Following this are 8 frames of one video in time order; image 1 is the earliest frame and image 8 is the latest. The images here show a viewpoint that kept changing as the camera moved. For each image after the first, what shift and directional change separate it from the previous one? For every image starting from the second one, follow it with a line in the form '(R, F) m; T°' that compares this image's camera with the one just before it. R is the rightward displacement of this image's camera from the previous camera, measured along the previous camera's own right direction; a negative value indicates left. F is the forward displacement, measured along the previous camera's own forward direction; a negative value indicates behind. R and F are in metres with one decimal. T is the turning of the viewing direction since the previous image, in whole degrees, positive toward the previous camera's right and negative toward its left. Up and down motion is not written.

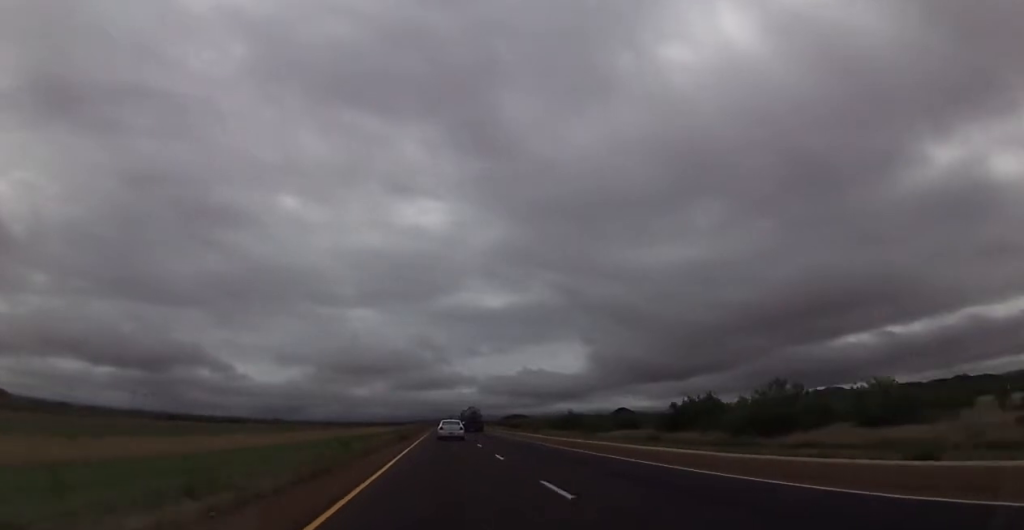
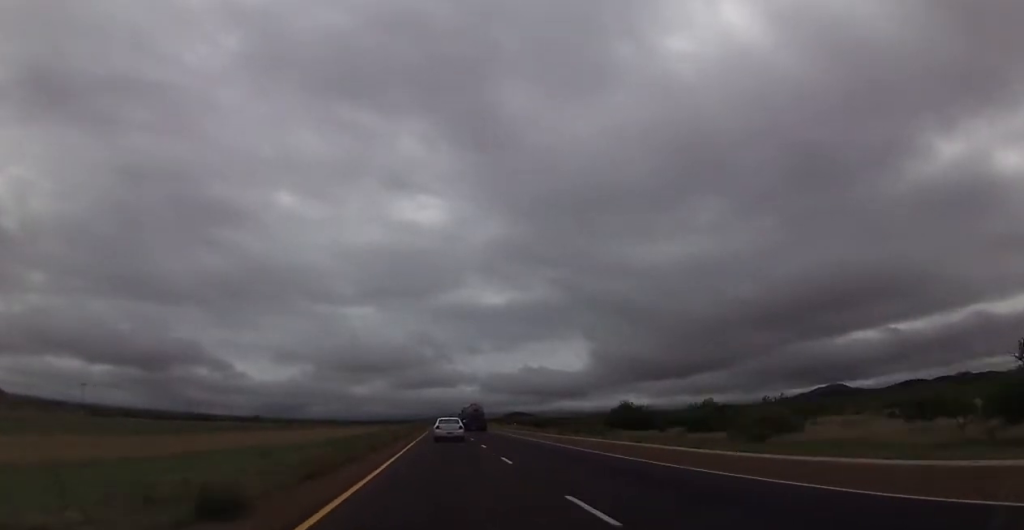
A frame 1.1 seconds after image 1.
(+0.1, +40.2) m; 0°
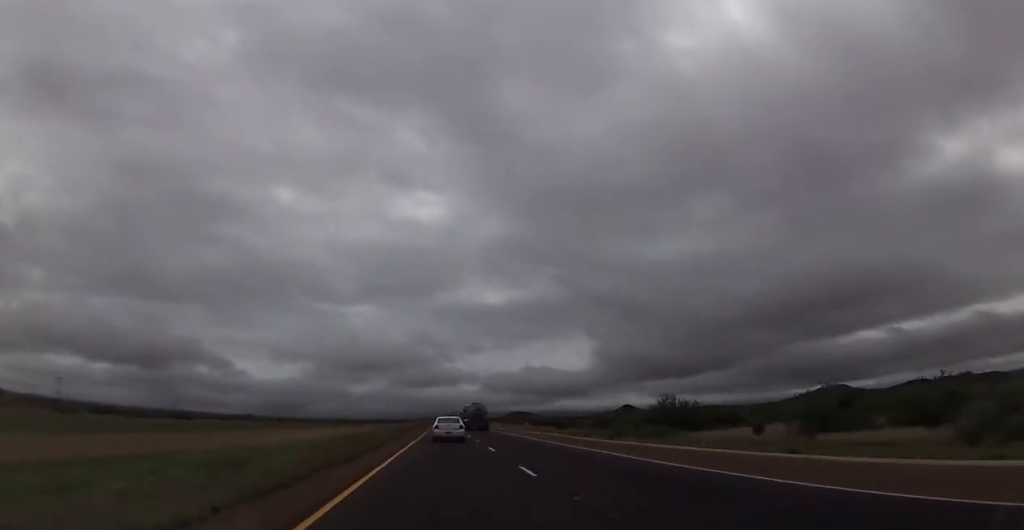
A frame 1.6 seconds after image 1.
(0.0, +17.5) m; 0°
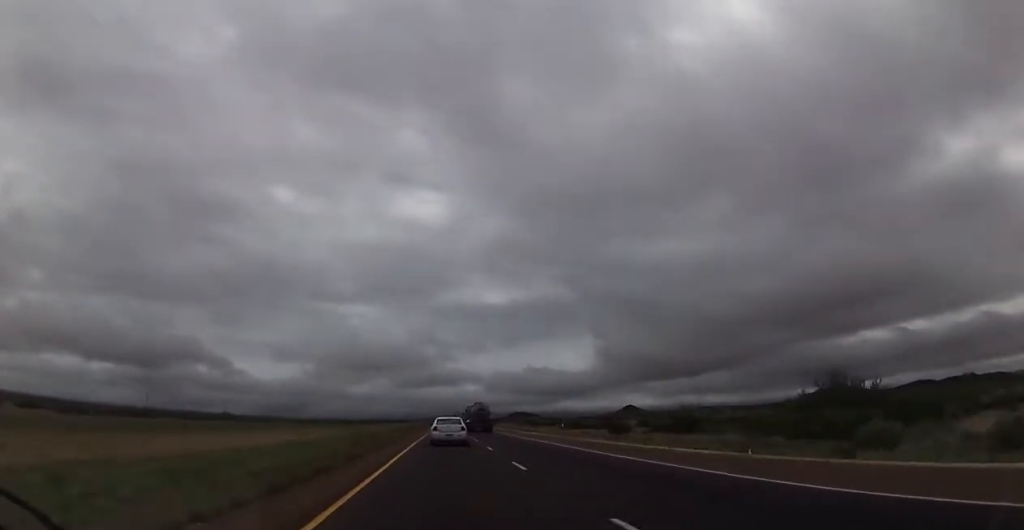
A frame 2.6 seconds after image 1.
(-0.1, +34.4) m; 0°
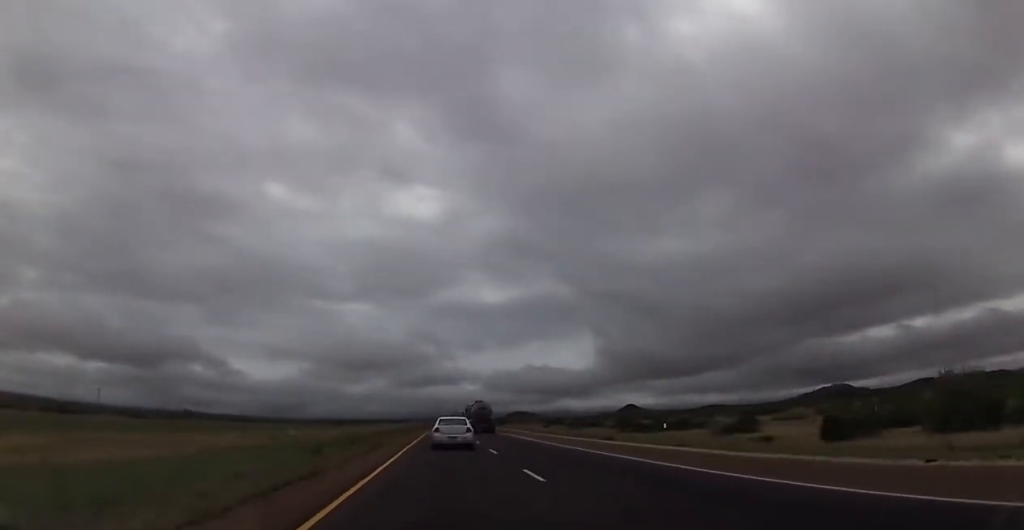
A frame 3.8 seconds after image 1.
(0.0, +40.4) m; +1°
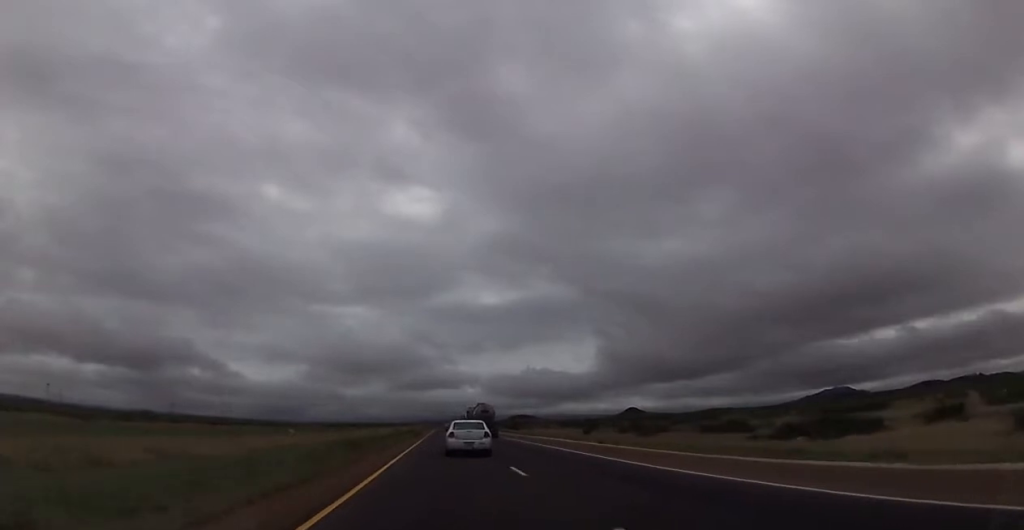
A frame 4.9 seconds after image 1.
(+0.3, +34.0) m; 0°
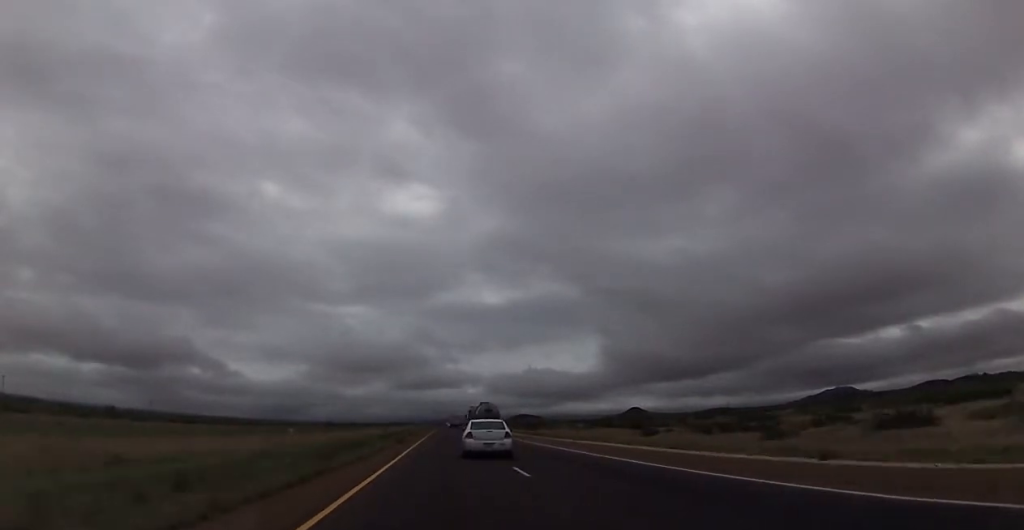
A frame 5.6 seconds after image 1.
(-0.2, +25.0) m; 0°
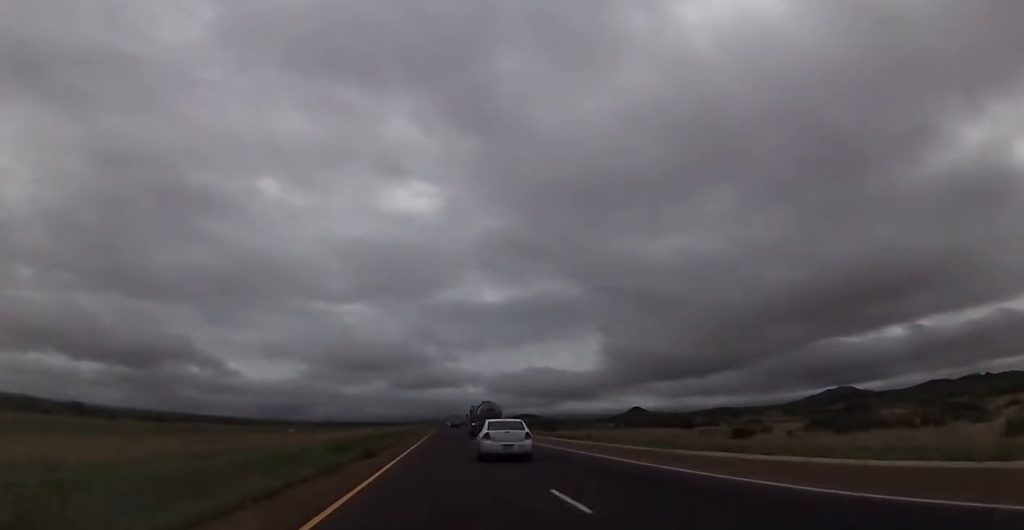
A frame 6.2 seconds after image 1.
(-0.1, +18.5) m; 0°
